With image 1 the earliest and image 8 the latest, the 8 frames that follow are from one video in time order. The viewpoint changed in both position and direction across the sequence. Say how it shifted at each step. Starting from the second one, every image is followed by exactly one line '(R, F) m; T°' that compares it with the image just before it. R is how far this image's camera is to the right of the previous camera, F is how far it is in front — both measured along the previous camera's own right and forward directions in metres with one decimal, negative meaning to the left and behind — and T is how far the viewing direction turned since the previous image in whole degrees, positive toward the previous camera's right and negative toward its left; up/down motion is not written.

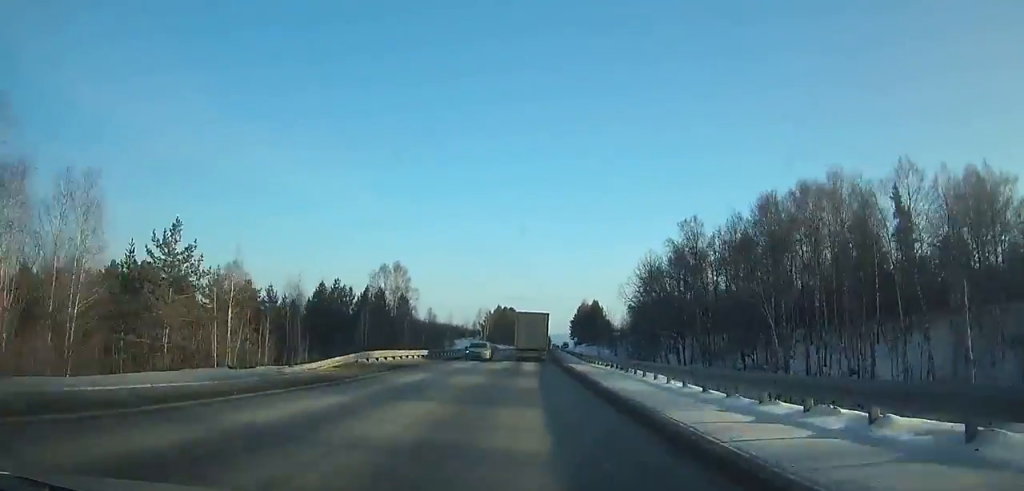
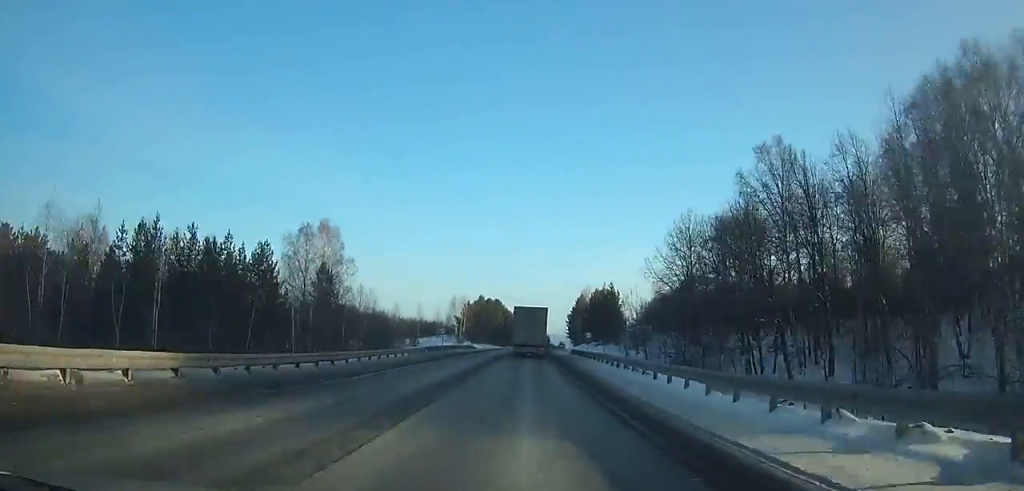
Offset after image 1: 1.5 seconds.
(+0.4, +33.7) m; +1°
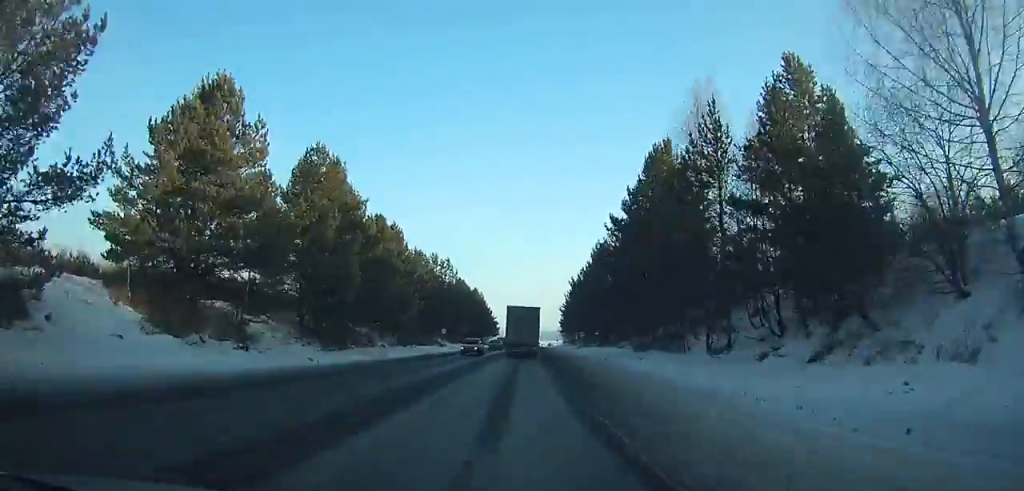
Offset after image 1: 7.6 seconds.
(-4.2, +131.0) m; +1°
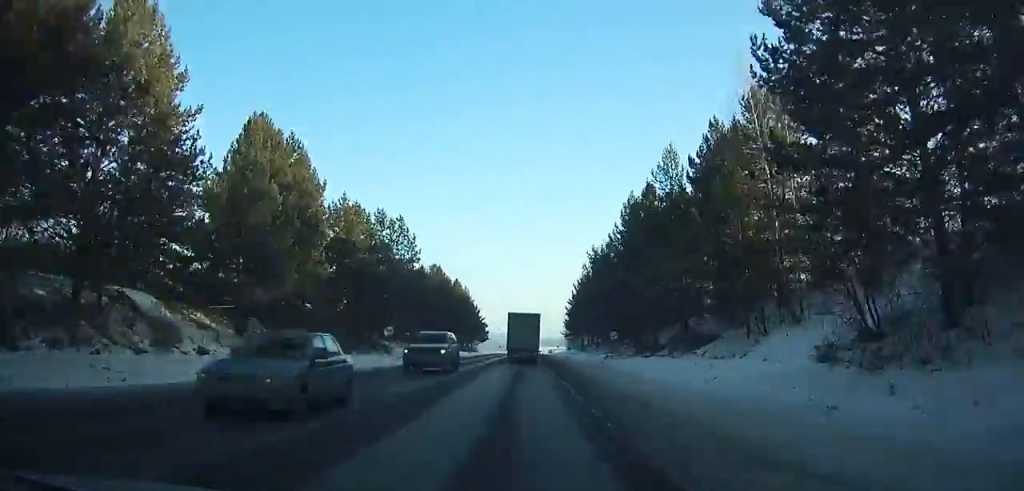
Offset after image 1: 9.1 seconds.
(-1.5, +30.9) m; +3°
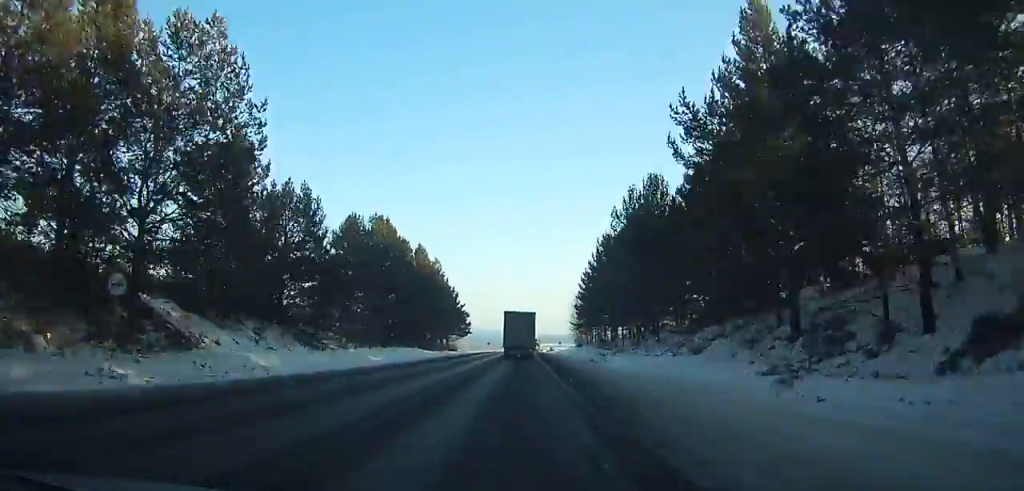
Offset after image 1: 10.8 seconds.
(+6.7, +35.0) m; +4°
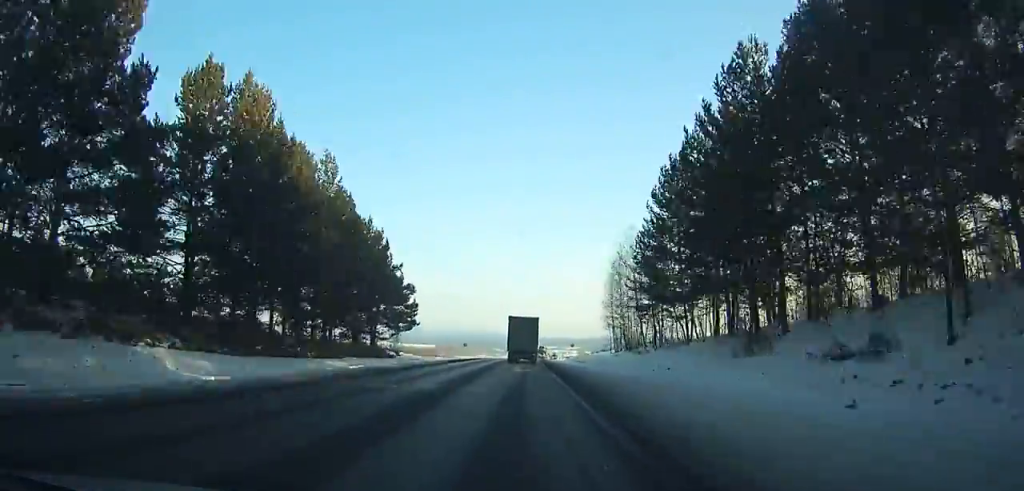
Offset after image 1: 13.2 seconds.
(+0.6, +50.0) m; 0°
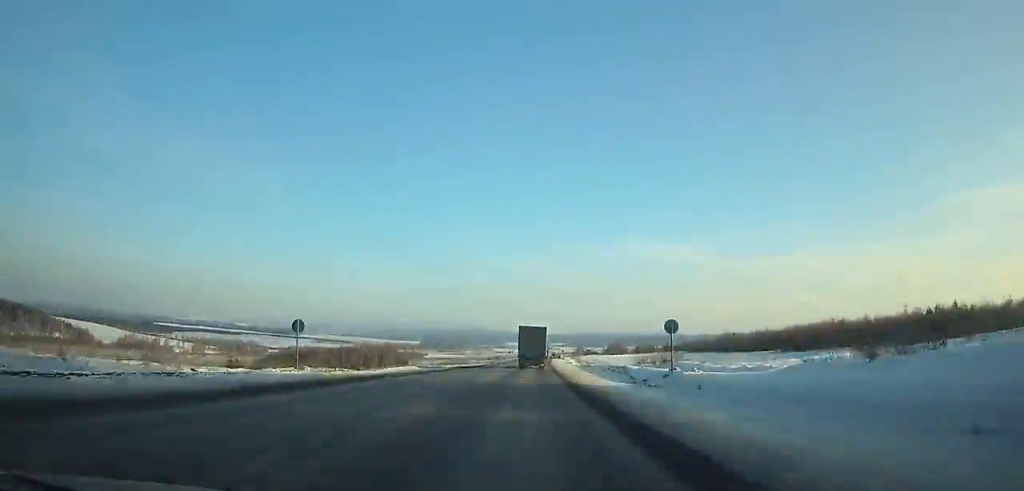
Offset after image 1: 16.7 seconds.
(-2.7, +73.8) m; -1°
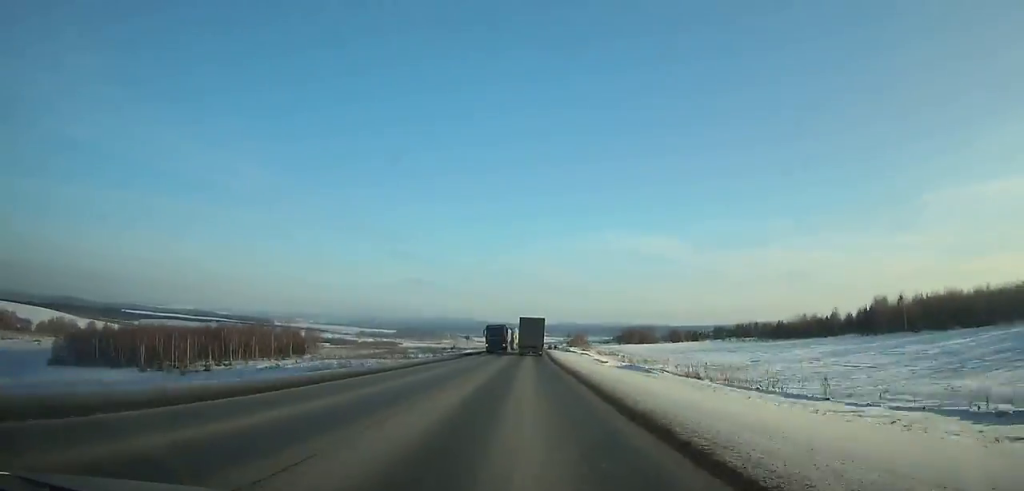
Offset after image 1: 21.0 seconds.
(+1.2, +94.3) m; +1°
